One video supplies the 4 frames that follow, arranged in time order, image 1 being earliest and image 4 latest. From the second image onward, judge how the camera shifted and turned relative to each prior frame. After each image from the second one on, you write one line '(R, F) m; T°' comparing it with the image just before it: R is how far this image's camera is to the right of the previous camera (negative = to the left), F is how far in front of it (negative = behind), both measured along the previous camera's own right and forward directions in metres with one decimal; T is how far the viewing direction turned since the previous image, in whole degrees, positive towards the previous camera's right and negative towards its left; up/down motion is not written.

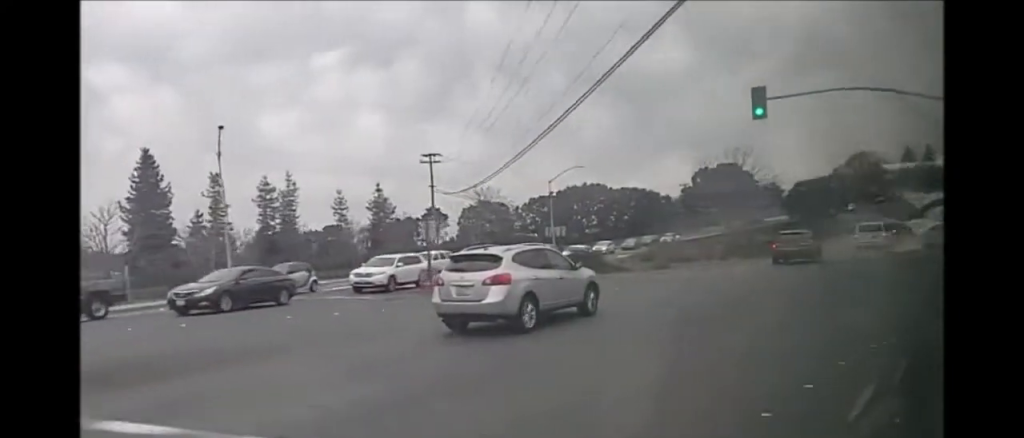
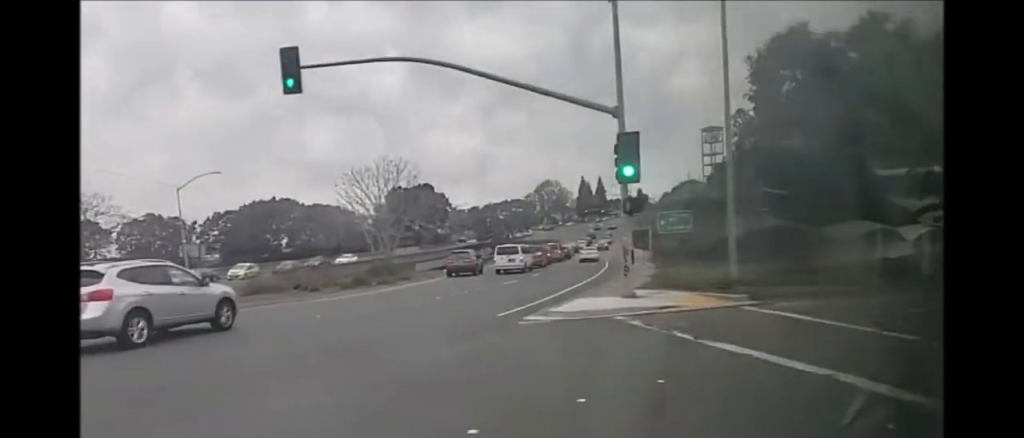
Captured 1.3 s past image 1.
(+1.8, +10.4) m; +26°
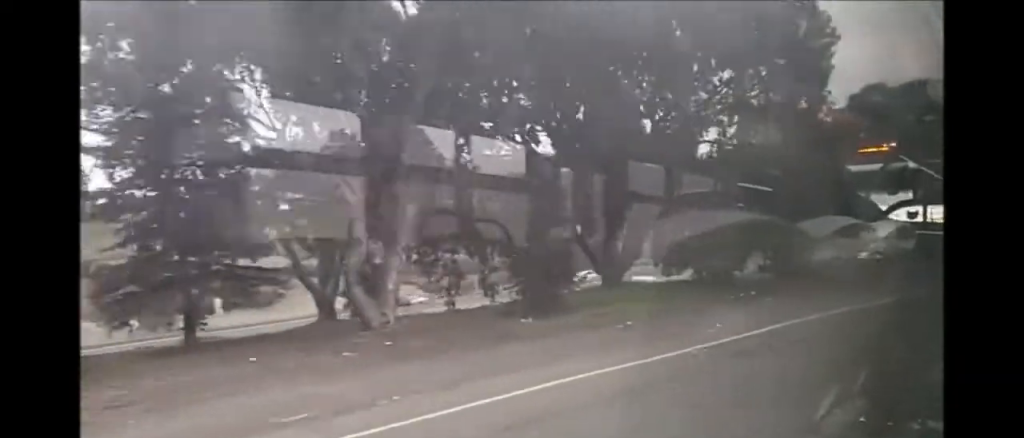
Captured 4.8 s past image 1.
(+17.6, +31.8) m; +41°
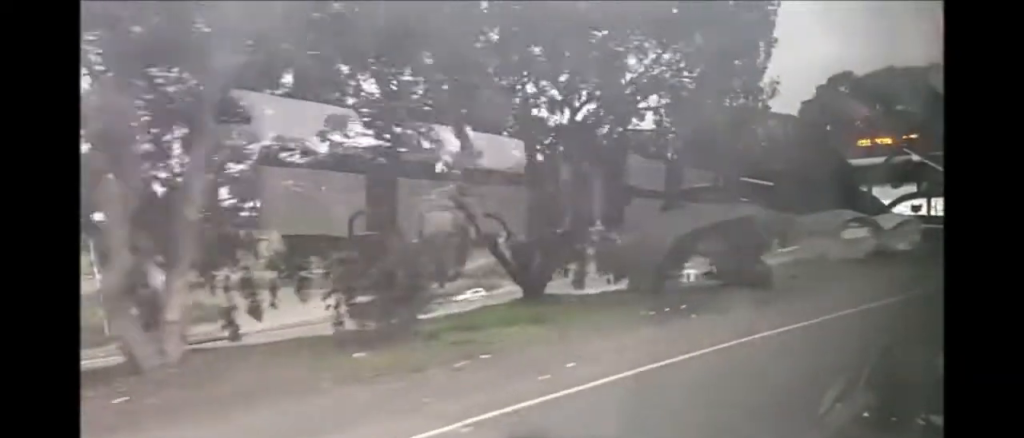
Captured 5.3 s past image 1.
(+0.1, +5.9) m; 0°
